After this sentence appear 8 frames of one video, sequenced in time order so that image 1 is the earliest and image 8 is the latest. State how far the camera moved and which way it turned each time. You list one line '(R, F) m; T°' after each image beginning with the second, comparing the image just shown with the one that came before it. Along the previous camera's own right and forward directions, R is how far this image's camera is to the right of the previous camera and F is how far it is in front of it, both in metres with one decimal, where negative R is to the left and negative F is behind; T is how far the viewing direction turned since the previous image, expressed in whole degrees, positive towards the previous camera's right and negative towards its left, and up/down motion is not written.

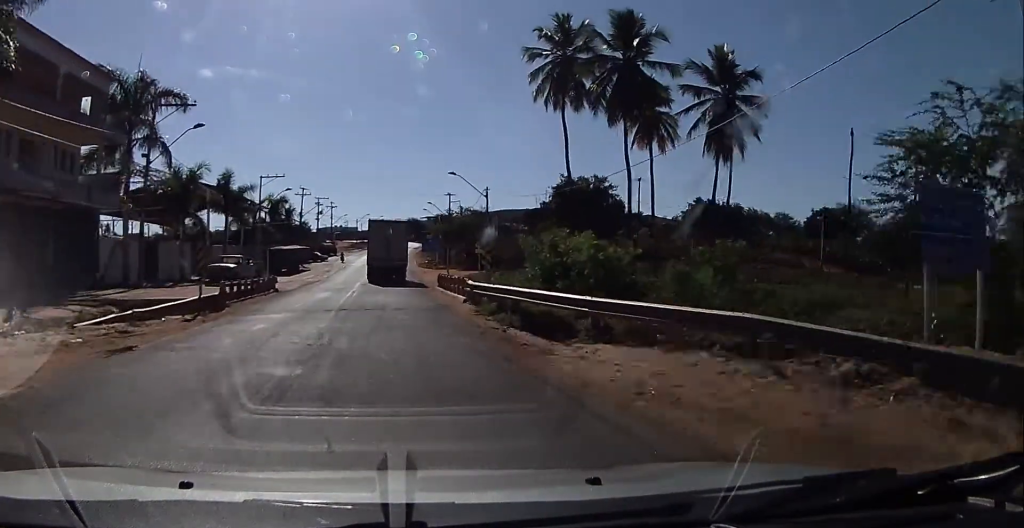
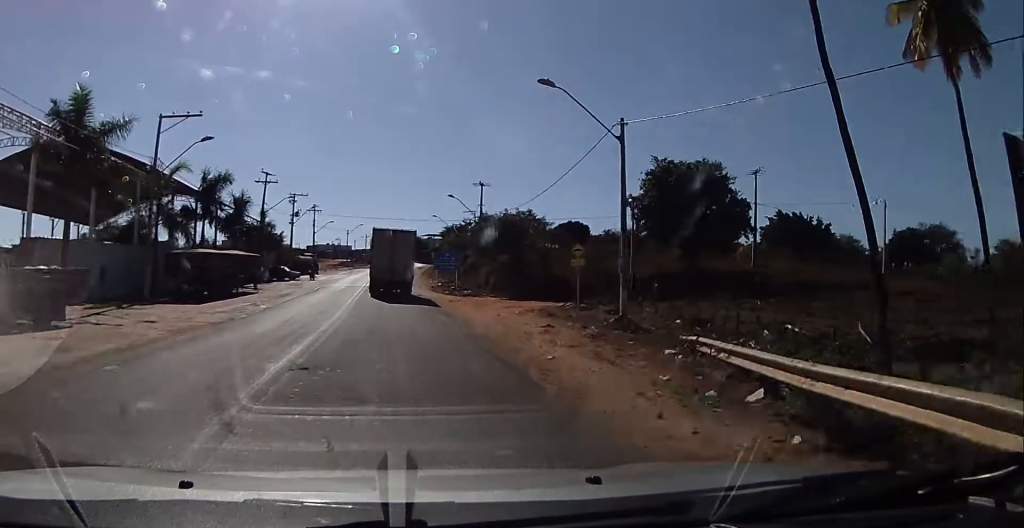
(-0.1, +32.0) m; 0°
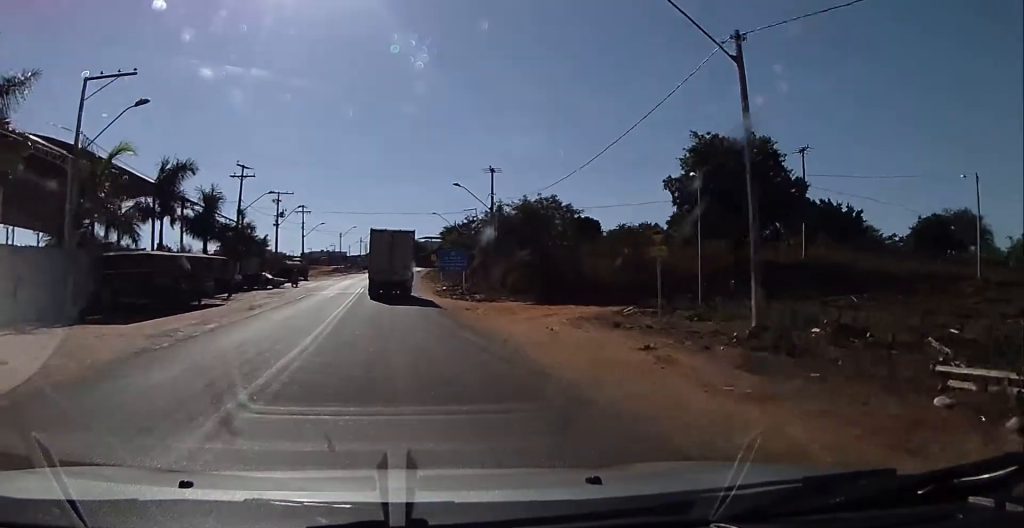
(+0.1, +8.5) m; 0°
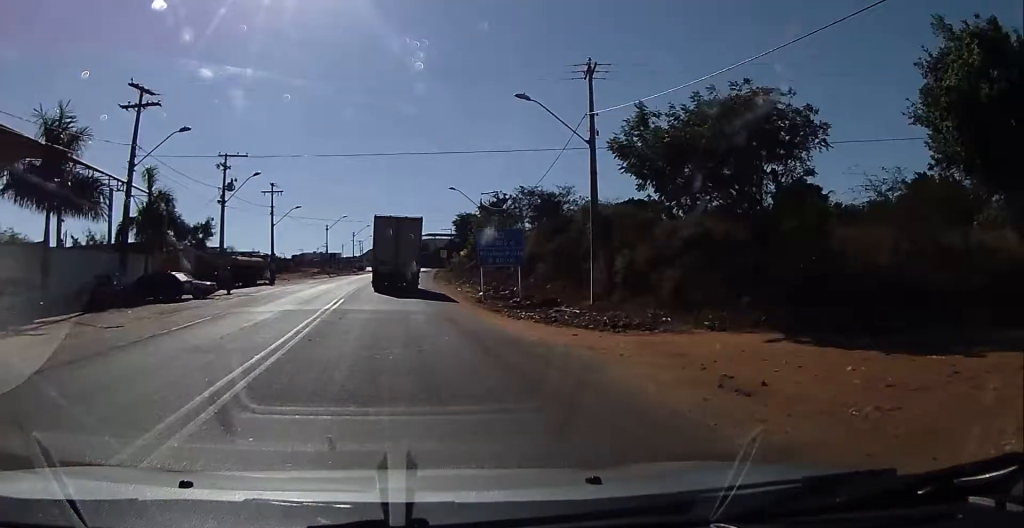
(-0.2, +21.7) m; -1°
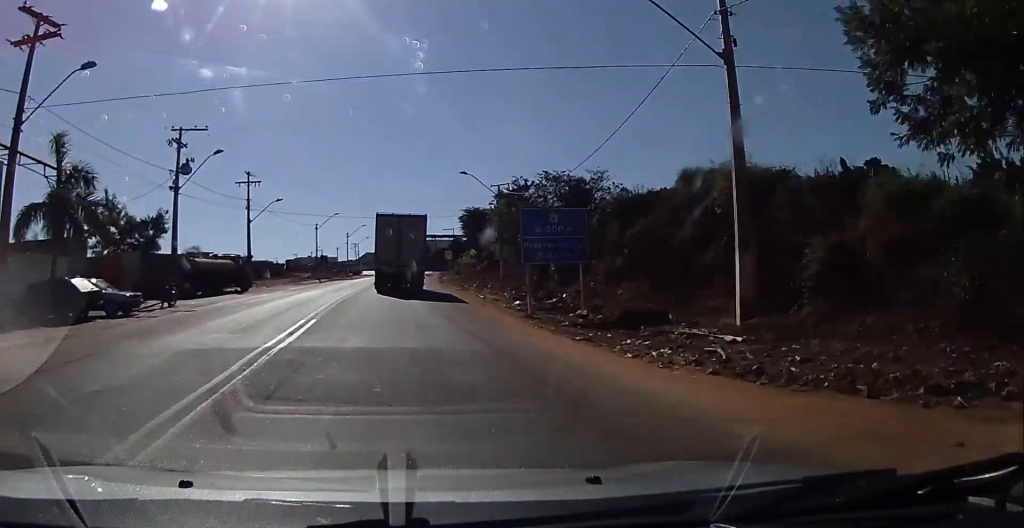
(0.0, +9.6) m; +1°
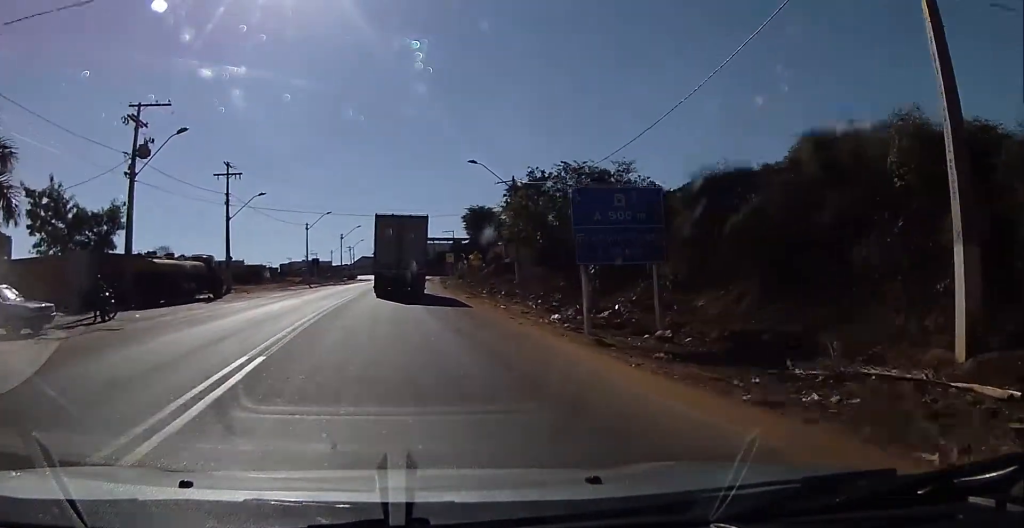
(0.0, +6.3) m; +1°
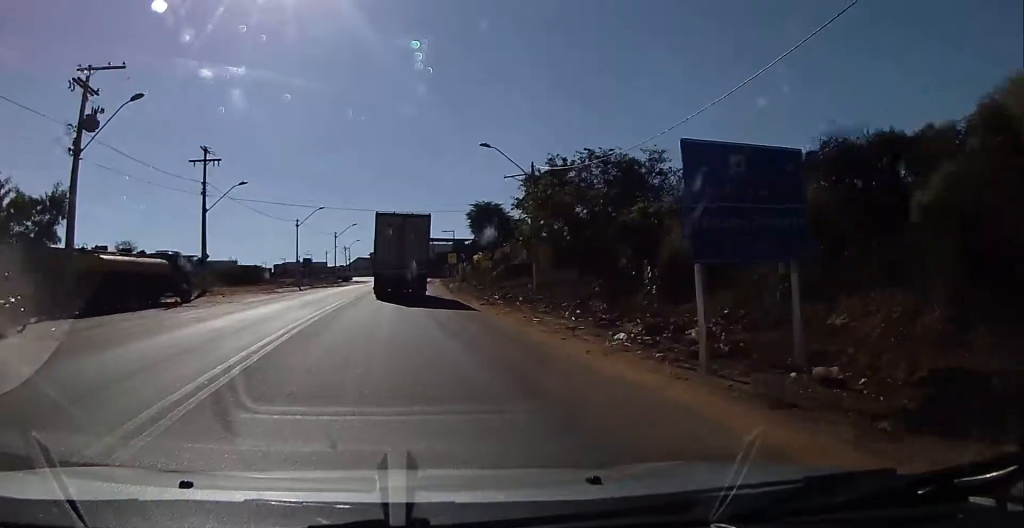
(+0.1, +6.9) m; 0°
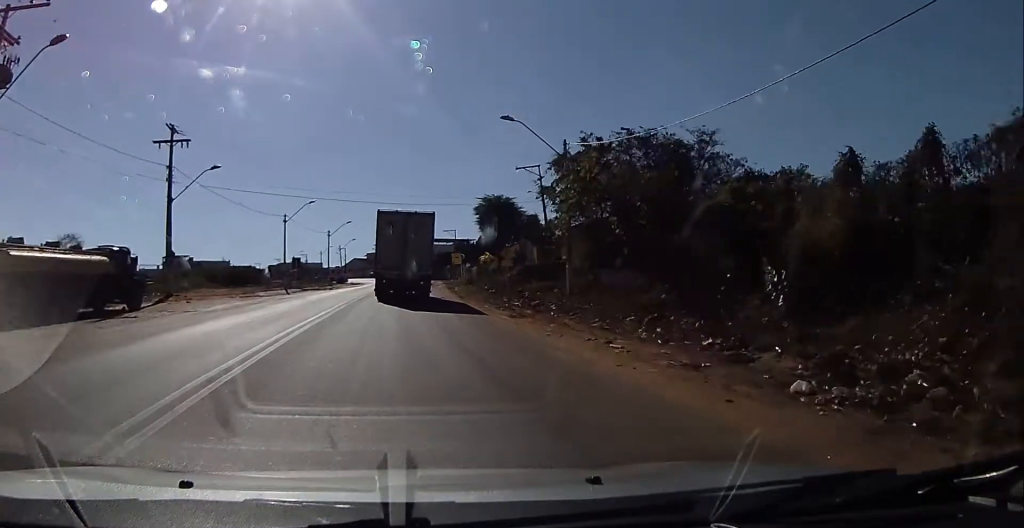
(0.0, +8.4) m; 0°
